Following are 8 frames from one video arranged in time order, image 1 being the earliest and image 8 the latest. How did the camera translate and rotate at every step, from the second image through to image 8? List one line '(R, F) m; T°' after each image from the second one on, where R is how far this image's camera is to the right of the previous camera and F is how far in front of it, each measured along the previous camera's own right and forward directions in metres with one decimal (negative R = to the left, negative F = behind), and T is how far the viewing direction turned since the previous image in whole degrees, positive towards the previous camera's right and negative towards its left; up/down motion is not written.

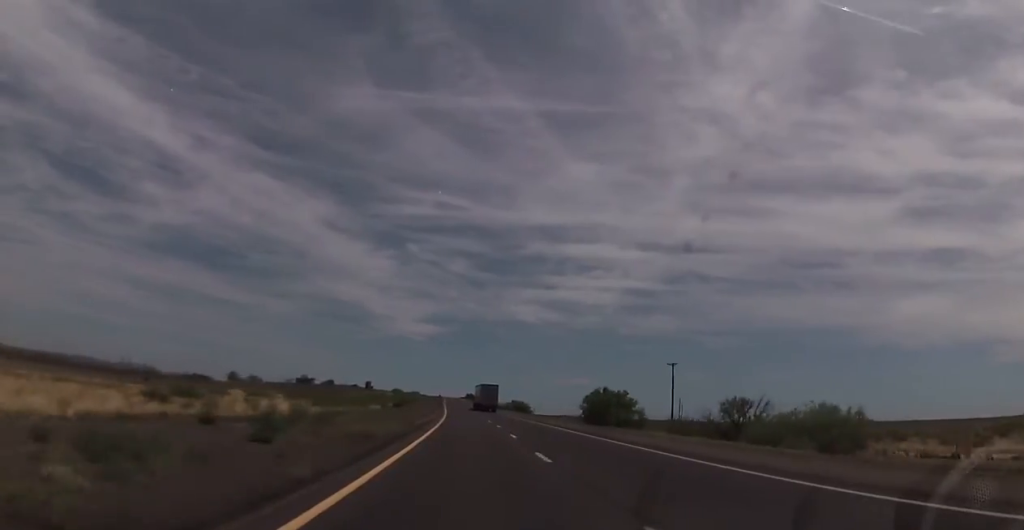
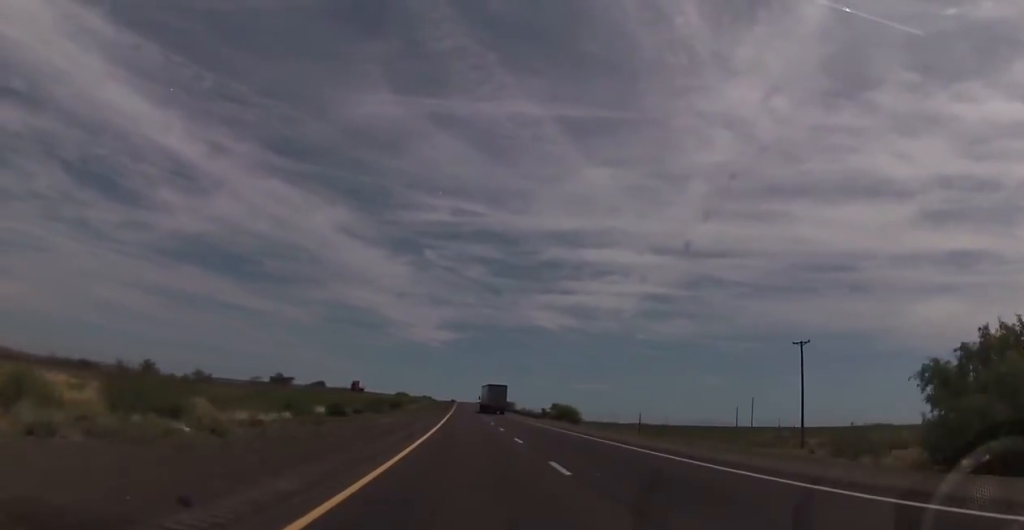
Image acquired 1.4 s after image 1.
(-0.7, +51.3) m; -1°
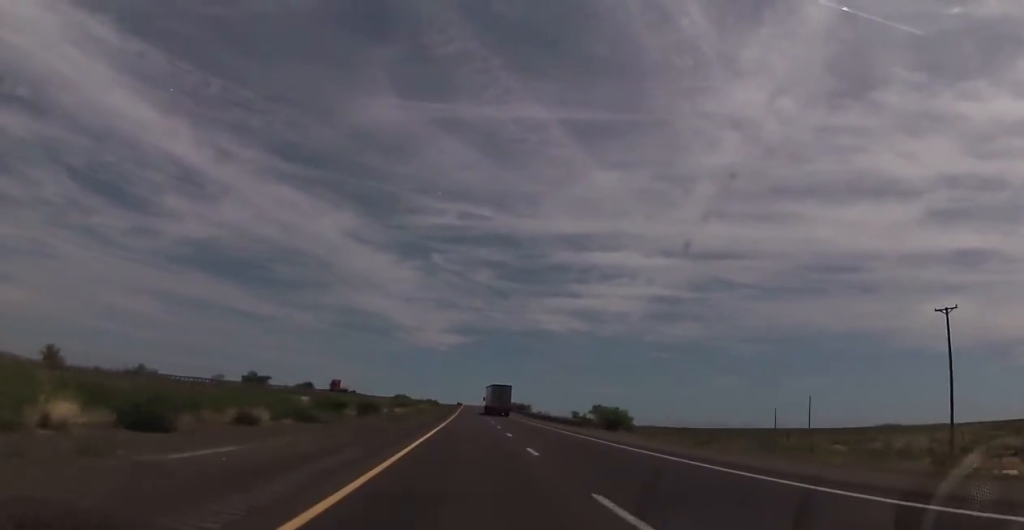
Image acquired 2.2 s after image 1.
(+0.1, +30.6) m; -1°
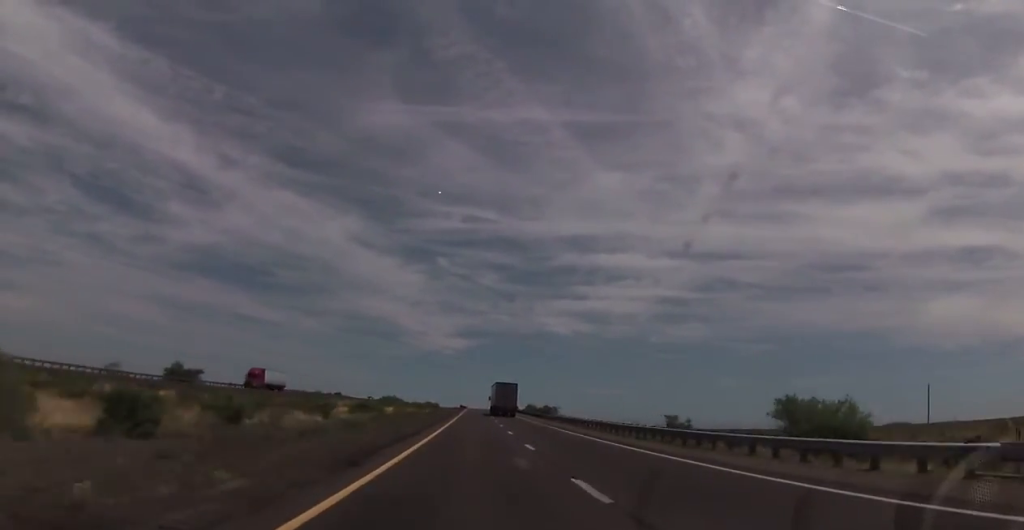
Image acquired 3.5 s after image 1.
(-1.0, +46.2) m; -1°
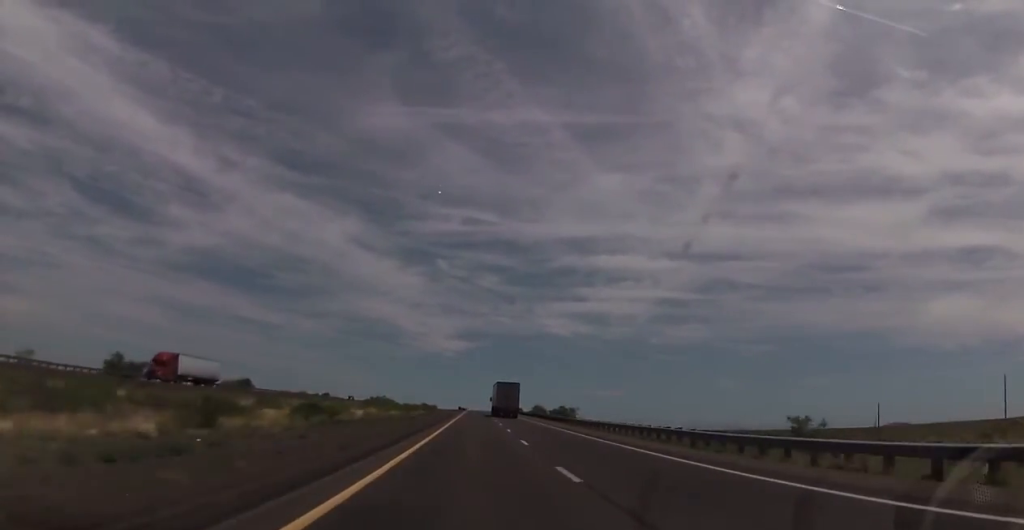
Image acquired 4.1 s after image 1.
(+0.2, +21.9) m; 0°
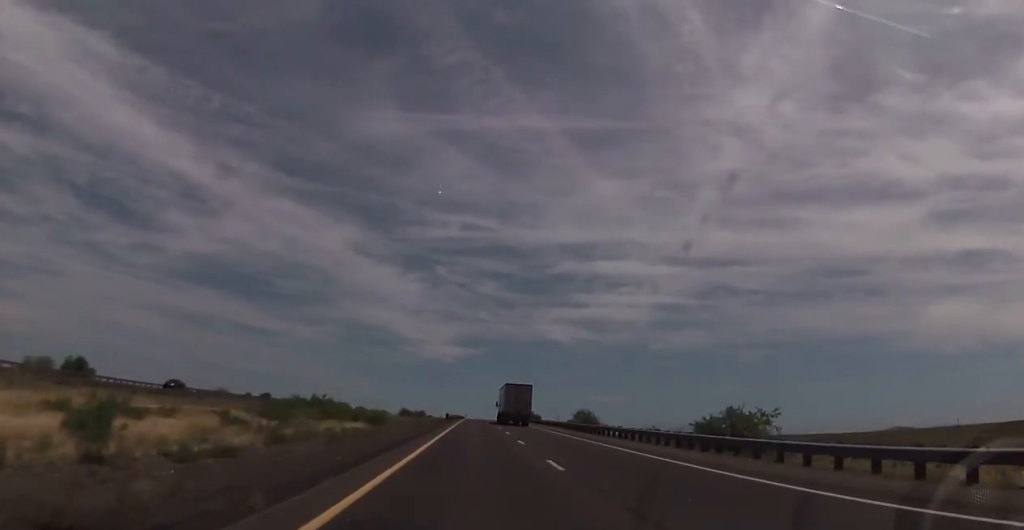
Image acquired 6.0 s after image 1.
(-0.3, +69.9) m; -1°
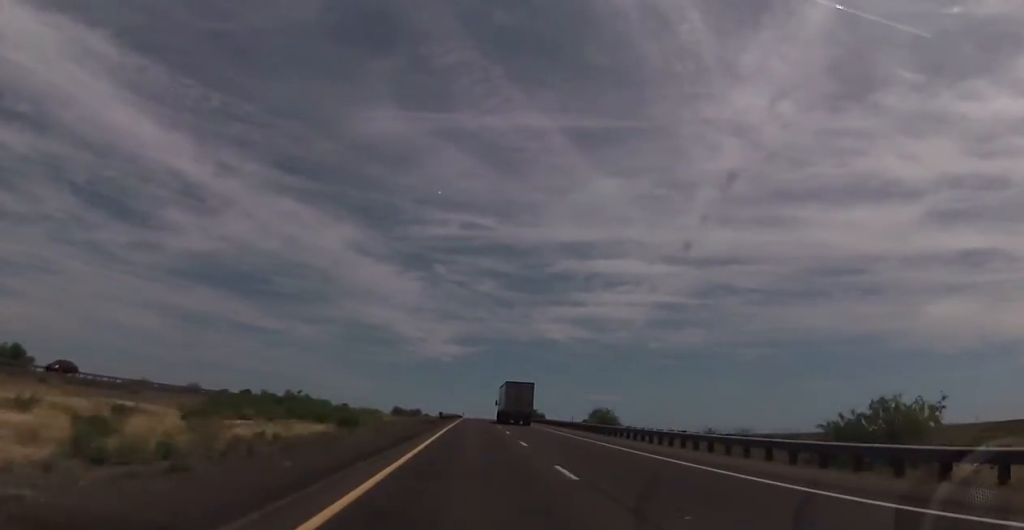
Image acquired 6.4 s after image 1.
(0.0, +14.4) m; 0°
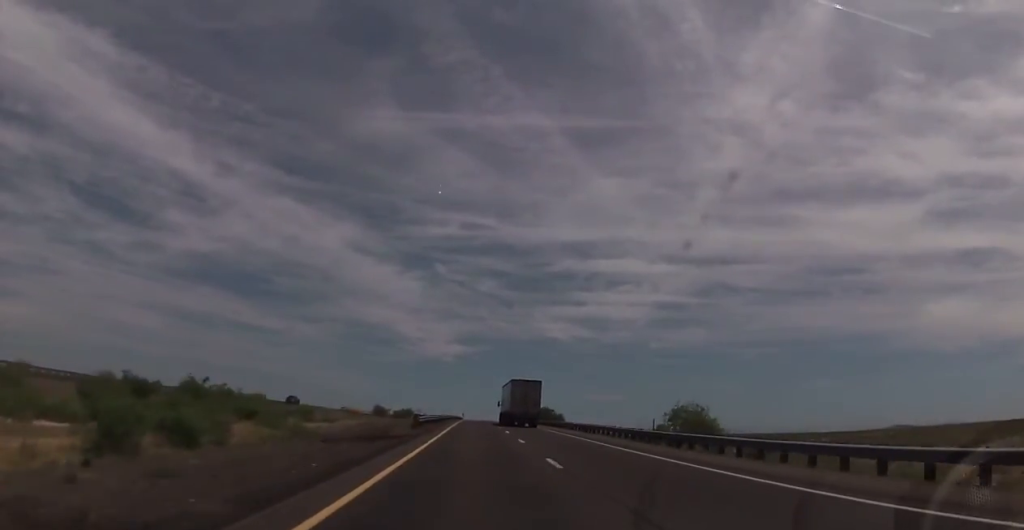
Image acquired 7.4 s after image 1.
(-0.1, +33.7) m; 0°
